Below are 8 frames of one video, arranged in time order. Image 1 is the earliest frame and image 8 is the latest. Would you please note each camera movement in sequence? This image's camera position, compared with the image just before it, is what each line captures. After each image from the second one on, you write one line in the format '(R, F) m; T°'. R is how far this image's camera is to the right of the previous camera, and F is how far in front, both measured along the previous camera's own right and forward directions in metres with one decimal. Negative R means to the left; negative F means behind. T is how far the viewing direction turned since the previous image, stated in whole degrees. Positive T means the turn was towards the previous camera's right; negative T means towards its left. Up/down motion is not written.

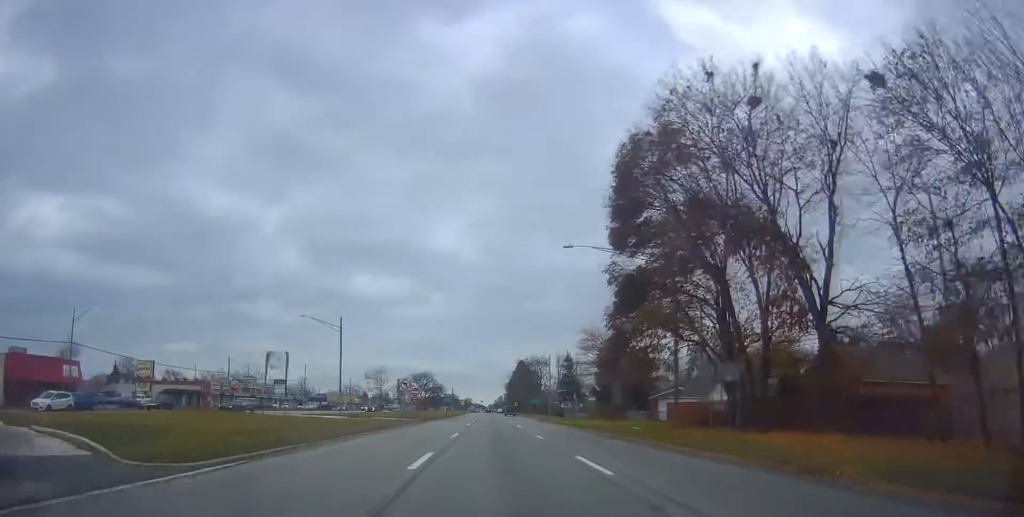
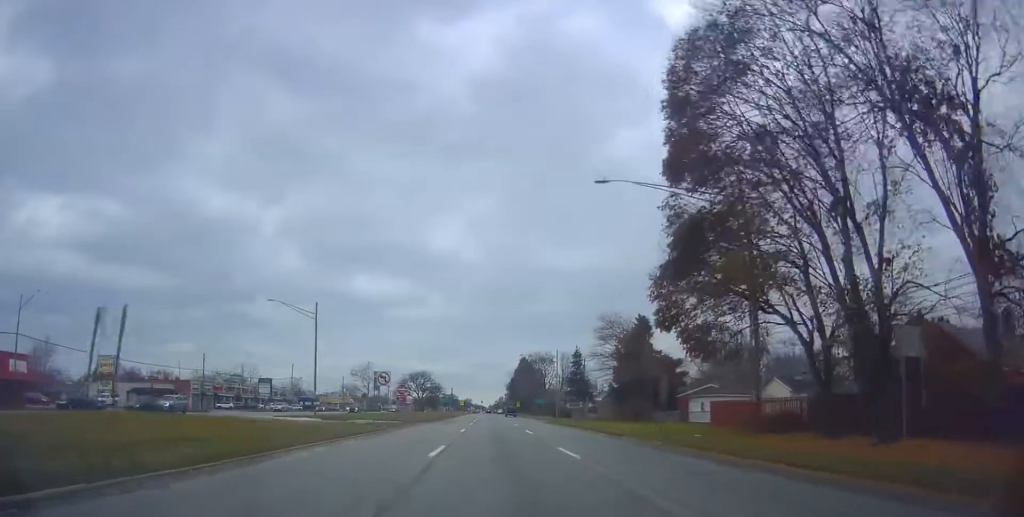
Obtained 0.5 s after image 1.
(+0.2, +10.2) m; -1°
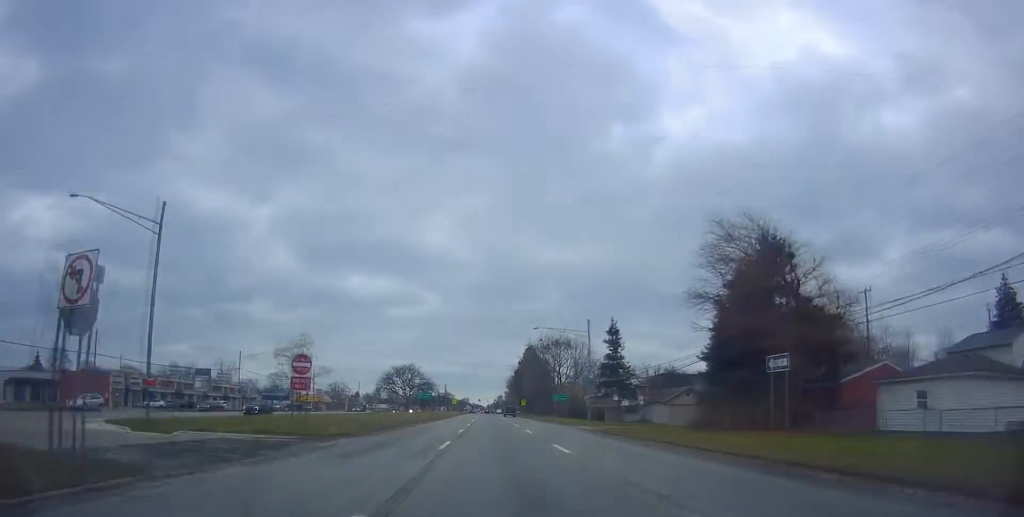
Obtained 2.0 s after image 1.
(-0.6, +29.6) m; -1°
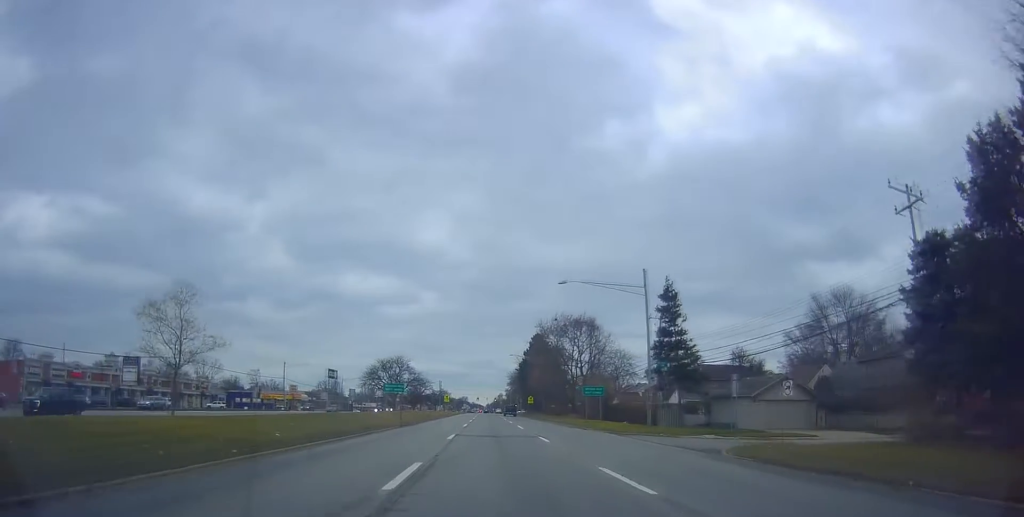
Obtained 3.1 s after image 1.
(+0.6, +22.7) m; 0°
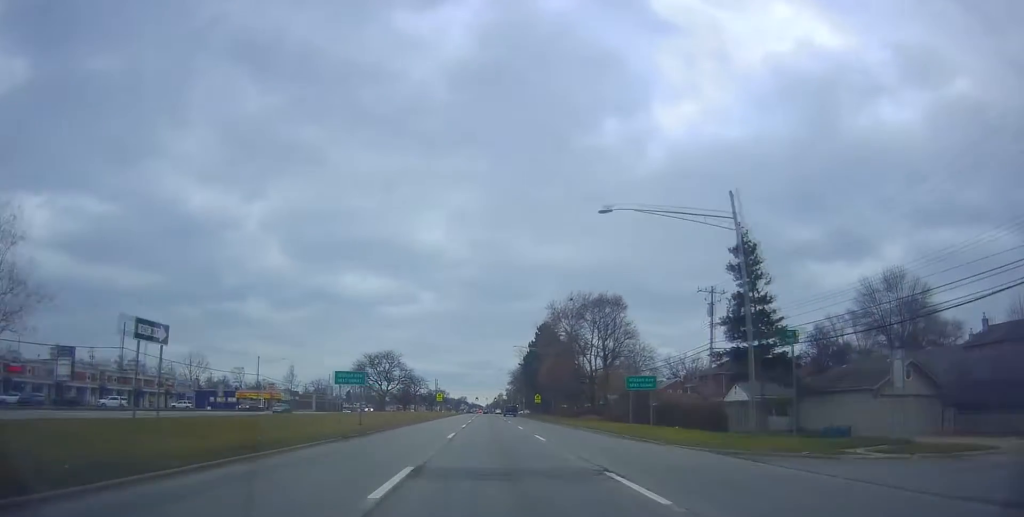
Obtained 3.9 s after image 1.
(-0.6, +15.5) m; 0°
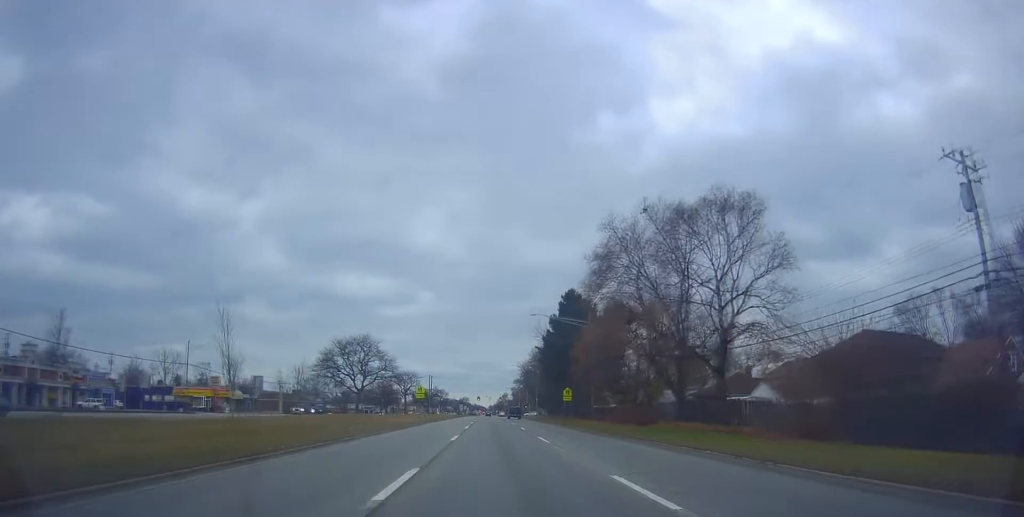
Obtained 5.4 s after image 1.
(+0.7, +31.3) m; 0°
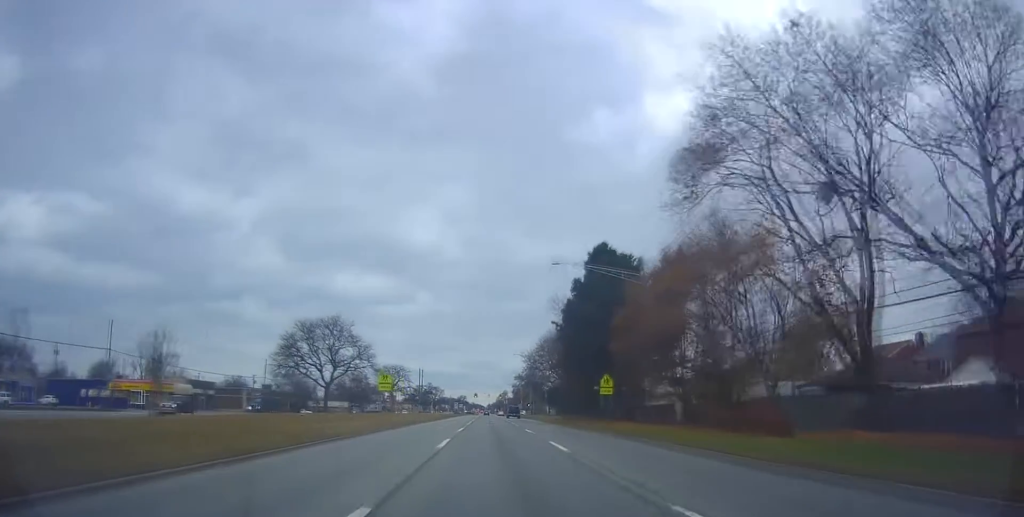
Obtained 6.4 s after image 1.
(-0.4, +21.2) m; -1°
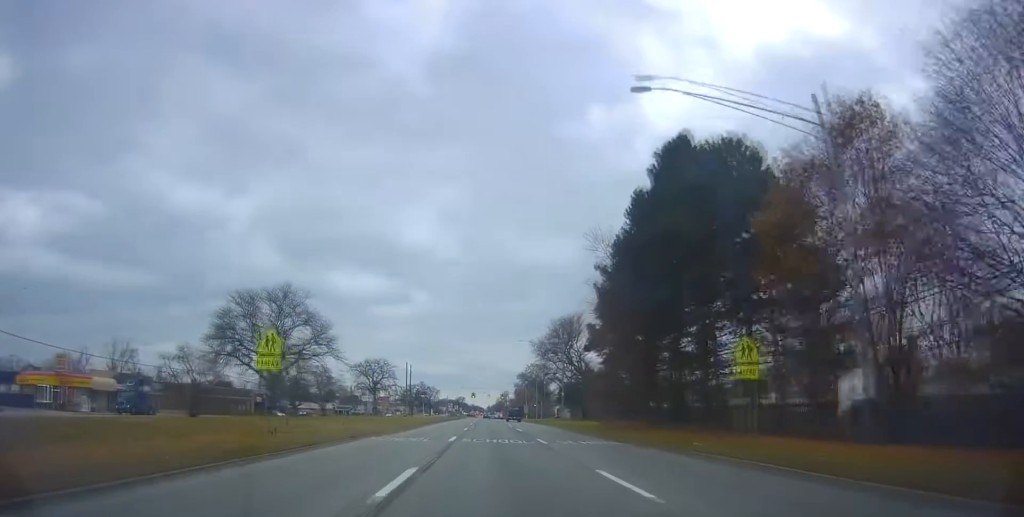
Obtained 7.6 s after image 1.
(+0.2, +23.1) m; +1°
